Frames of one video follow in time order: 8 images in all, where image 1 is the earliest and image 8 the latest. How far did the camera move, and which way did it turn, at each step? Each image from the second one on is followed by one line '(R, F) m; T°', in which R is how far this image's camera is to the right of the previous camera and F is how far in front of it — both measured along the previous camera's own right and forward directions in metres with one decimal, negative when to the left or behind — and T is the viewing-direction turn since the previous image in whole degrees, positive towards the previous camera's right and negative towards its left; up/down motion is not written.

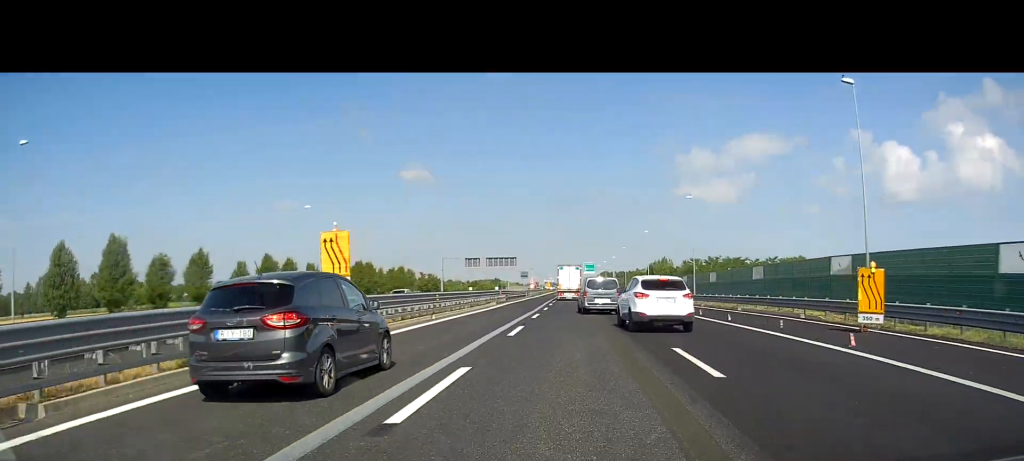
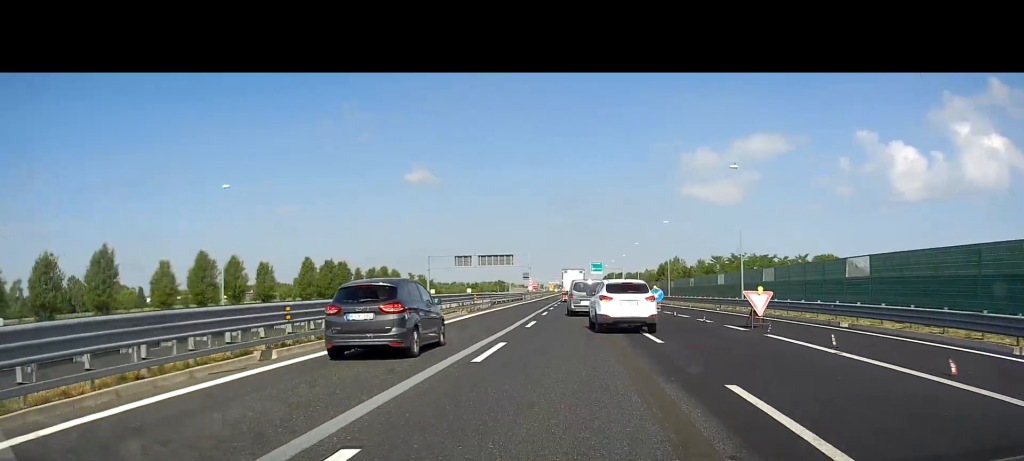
(-0.2, +16.4) m; 0°
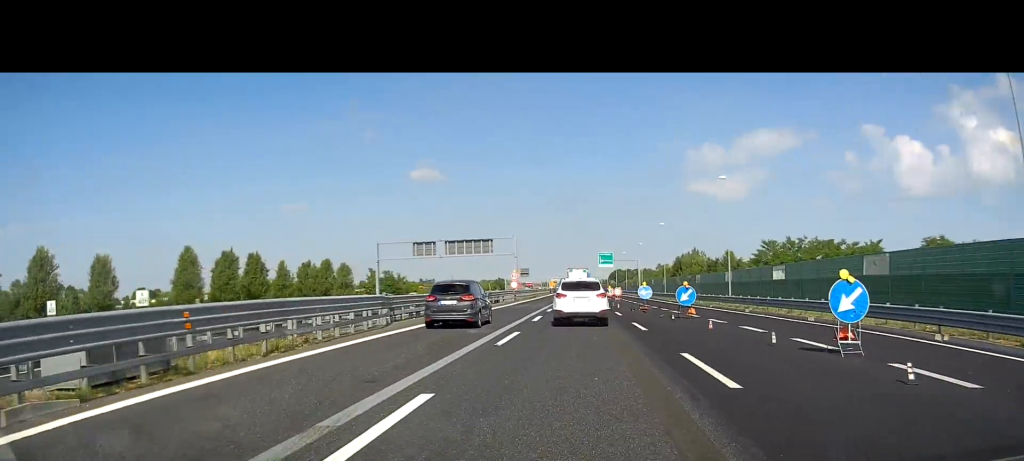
(+0.5, +30.9) m; +1°
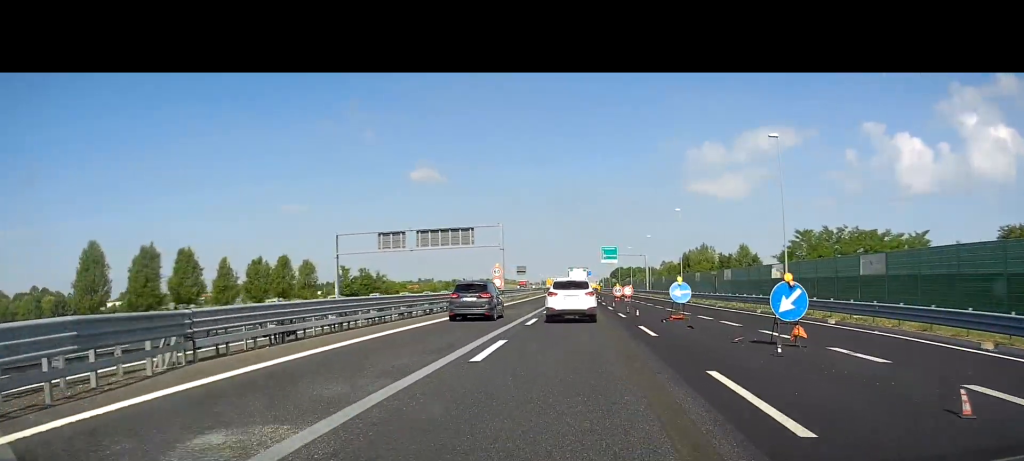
(0.0, +14.5) m; 0°
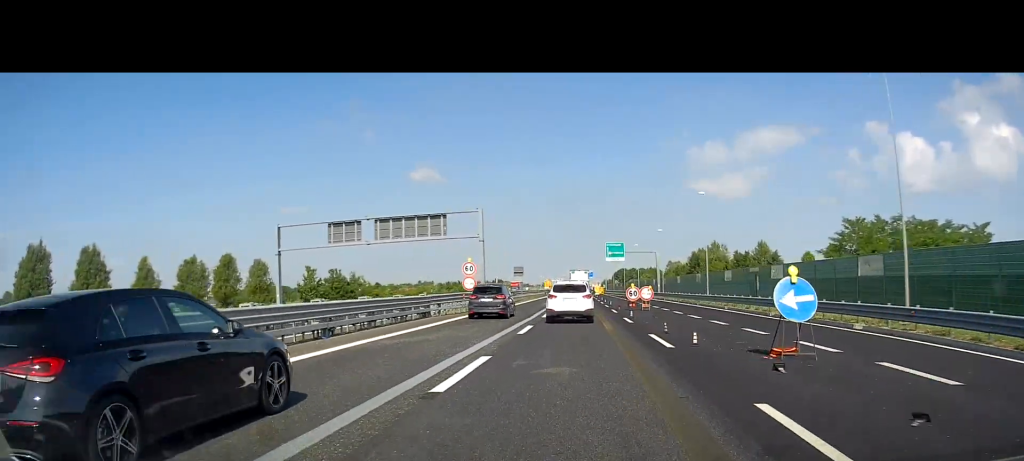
(0.0, +14.6) m; 0°
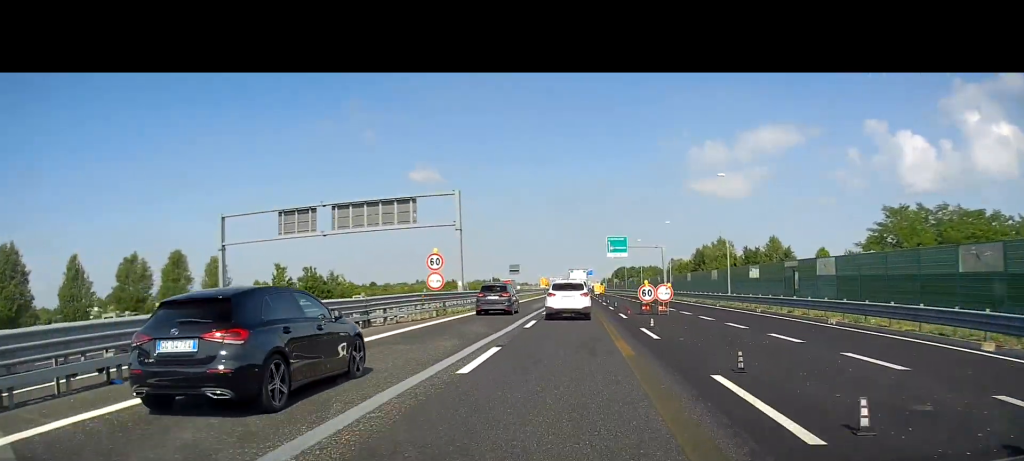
(-0.1, +9.3) m; 0°
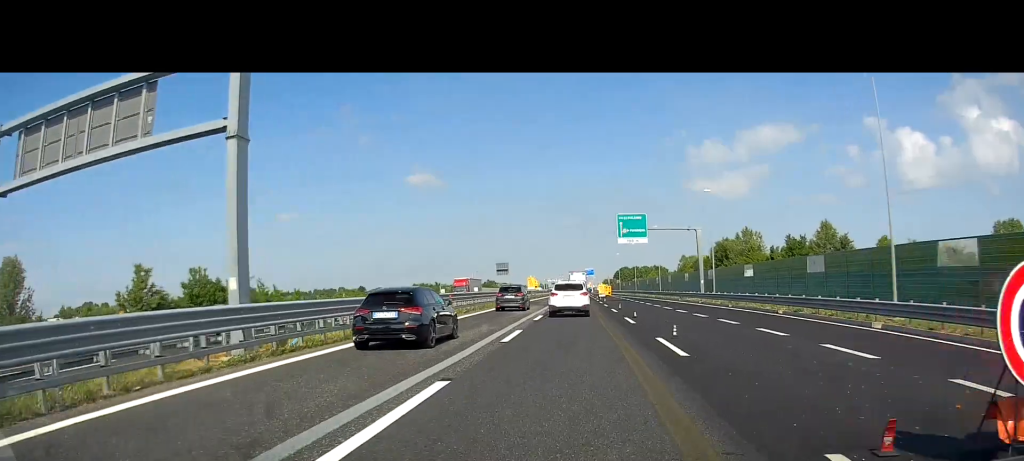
(+0.1, +28.5) m; -1°
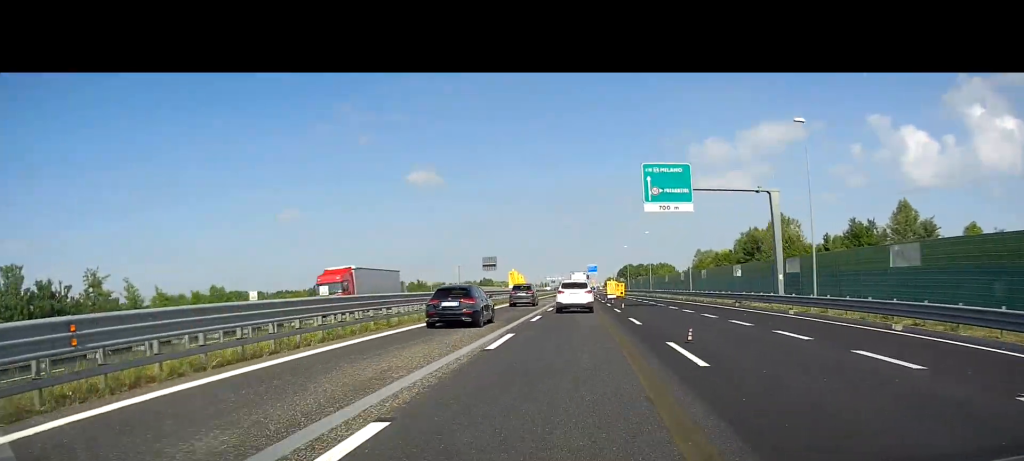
(-0.4, +25.5) m; 0°
